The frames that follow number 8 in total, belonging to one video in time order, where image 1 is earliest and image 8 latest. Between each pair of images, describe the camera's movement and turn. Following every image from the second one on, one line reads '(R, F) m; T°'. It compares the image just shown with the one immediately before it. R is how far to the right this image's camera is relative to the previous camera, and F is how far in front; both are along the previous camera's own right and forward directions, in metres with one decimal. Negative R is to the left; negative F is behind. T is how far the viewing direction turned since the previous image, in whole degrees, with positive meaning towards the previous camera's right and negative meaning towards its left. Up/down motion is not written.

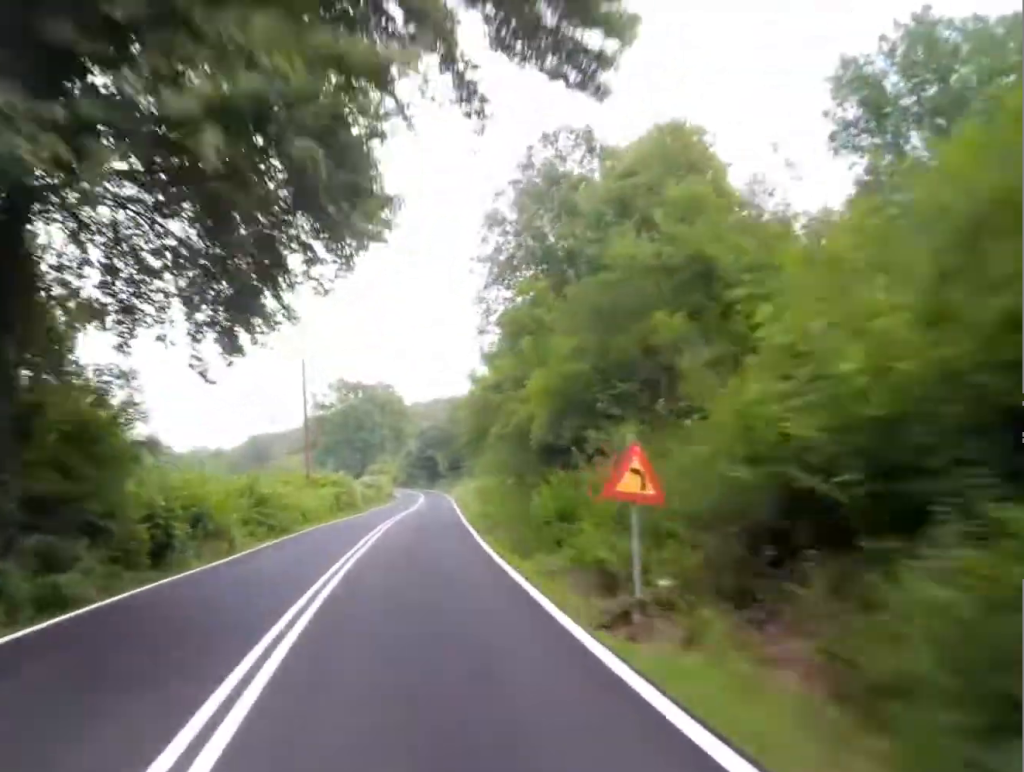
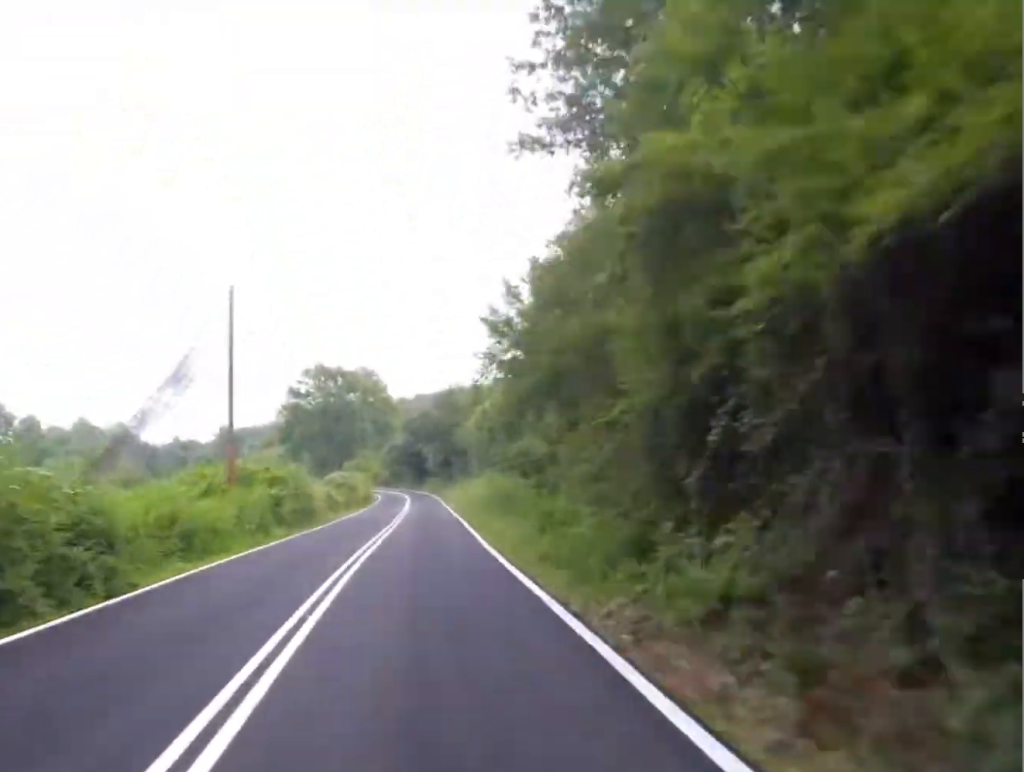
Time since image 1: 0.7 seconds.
(-0.2, +20.8) m; 0°
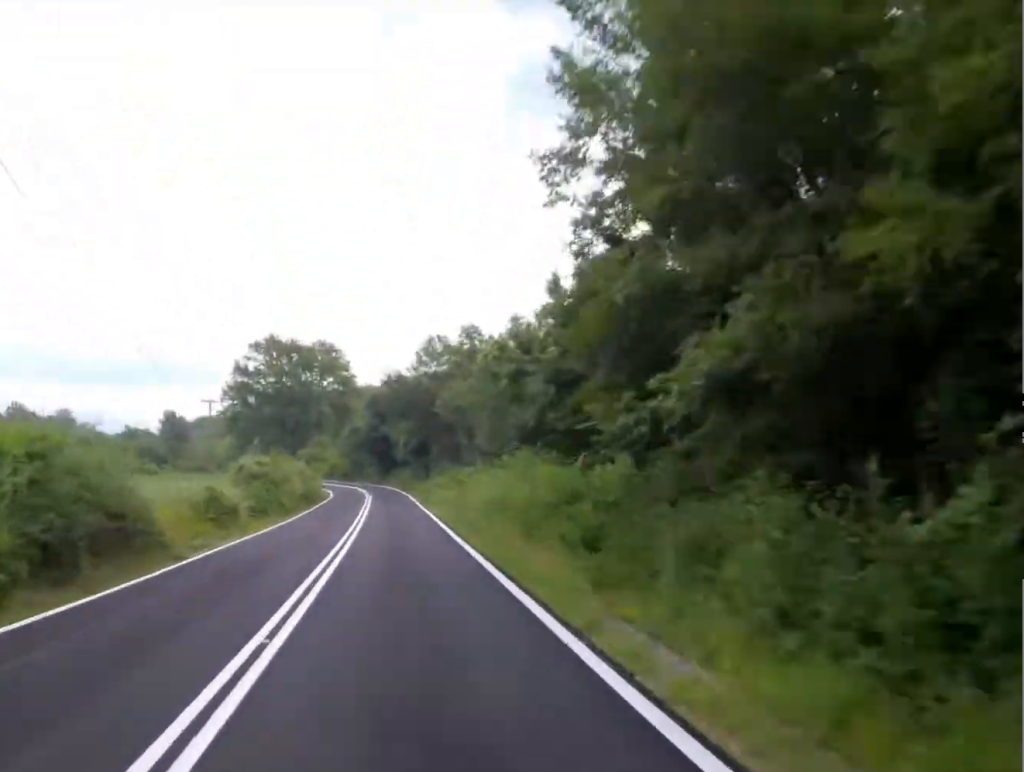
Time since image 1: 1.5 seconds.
(+0.3, +26.9) m; +2°
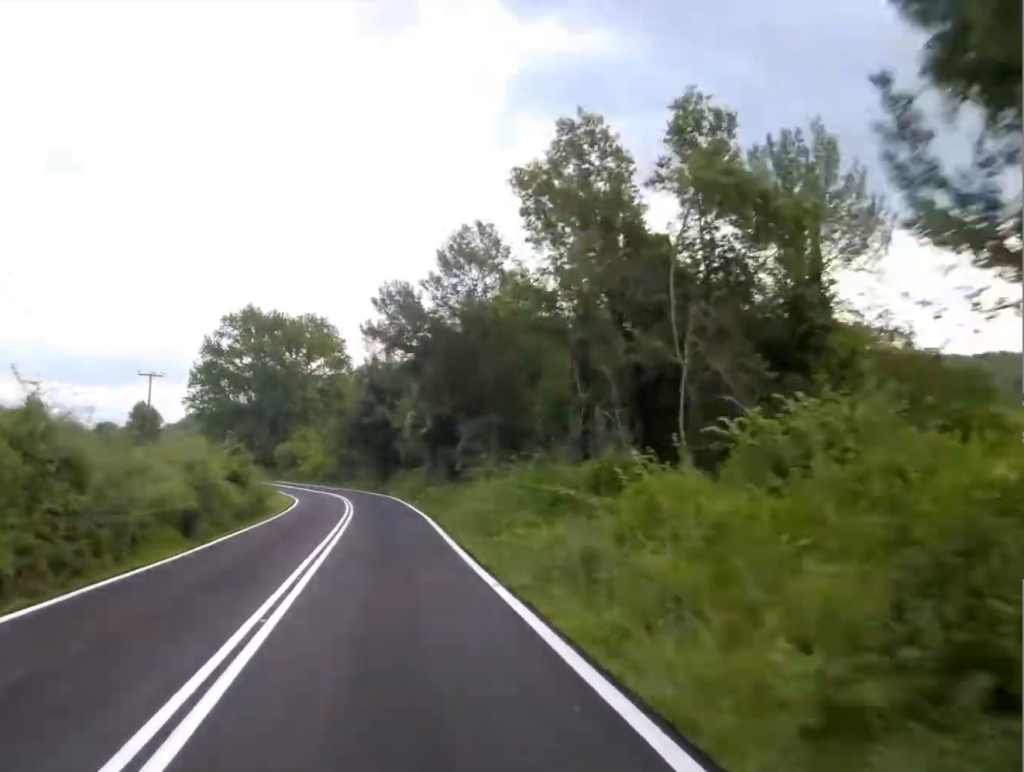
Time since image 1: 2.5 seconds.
(+0.5, +28.8) m; +1°
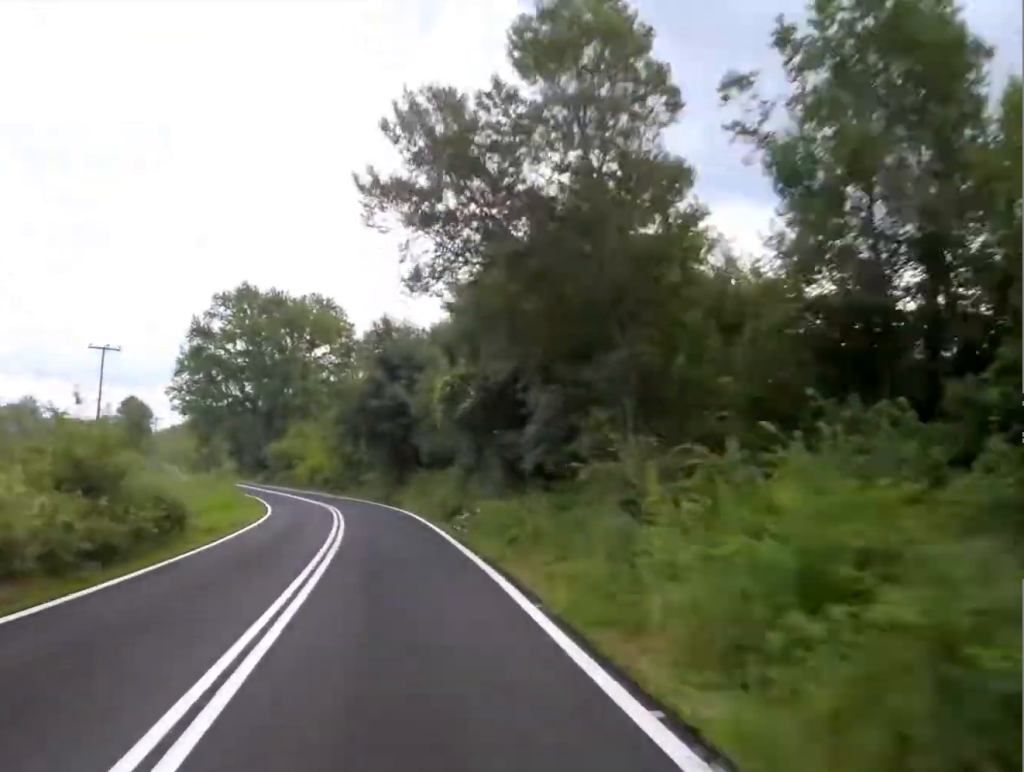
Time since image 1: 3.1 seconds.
(+0.1, +16.9) m; -1°
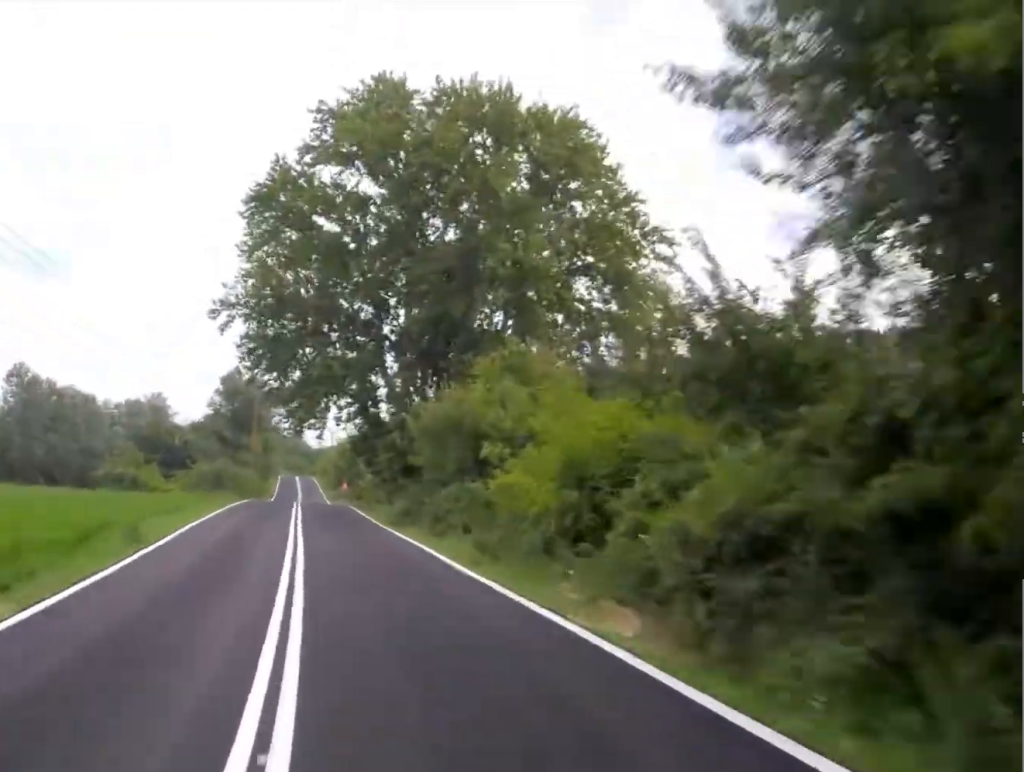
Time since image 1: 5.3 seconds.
(-3.8, +58.4) m; -10°
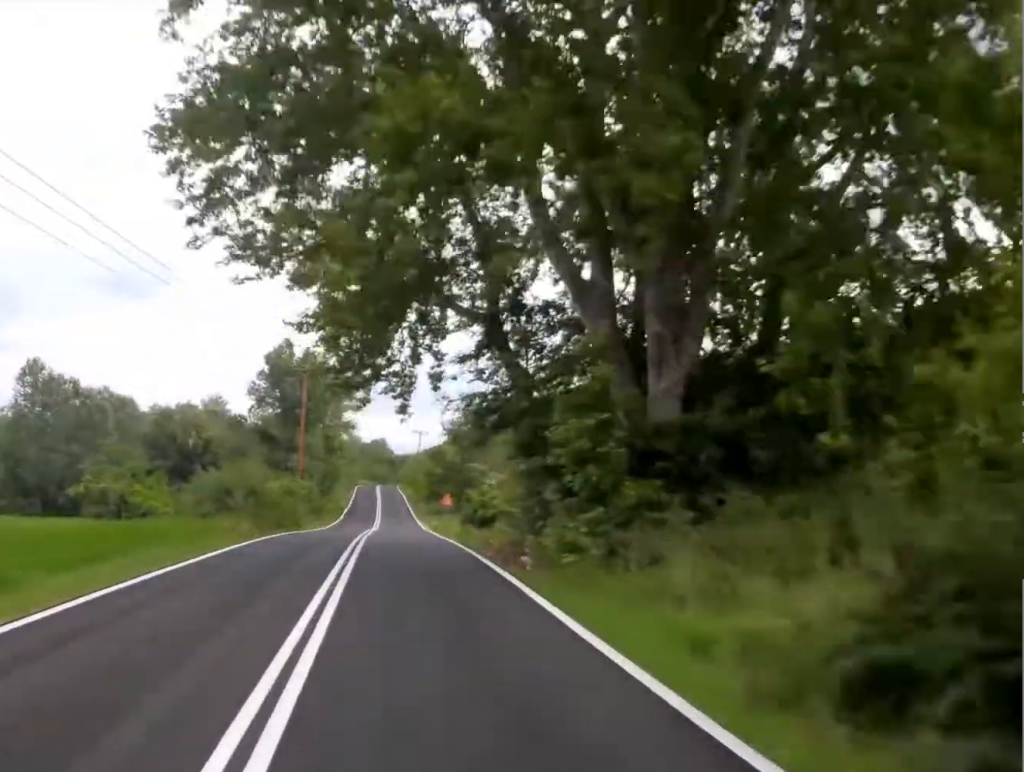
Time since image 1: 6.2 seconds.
(-1.8, +28.1) m; -5°
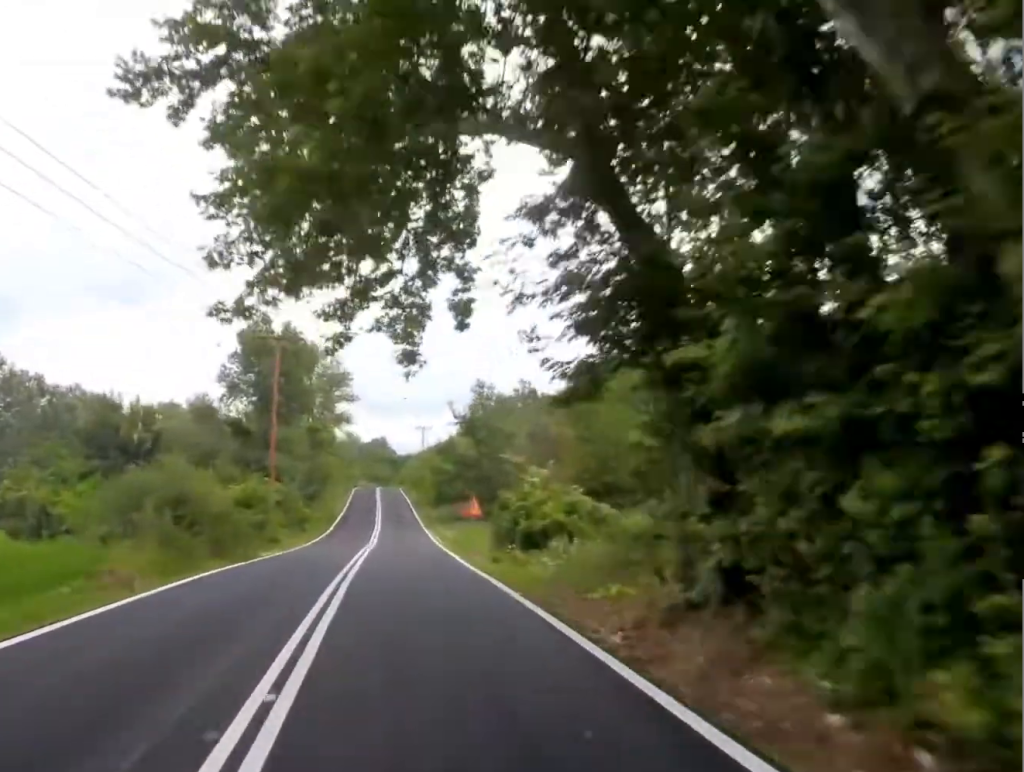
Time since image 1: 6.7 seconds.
(-0.3, +13.1) m; -1°
